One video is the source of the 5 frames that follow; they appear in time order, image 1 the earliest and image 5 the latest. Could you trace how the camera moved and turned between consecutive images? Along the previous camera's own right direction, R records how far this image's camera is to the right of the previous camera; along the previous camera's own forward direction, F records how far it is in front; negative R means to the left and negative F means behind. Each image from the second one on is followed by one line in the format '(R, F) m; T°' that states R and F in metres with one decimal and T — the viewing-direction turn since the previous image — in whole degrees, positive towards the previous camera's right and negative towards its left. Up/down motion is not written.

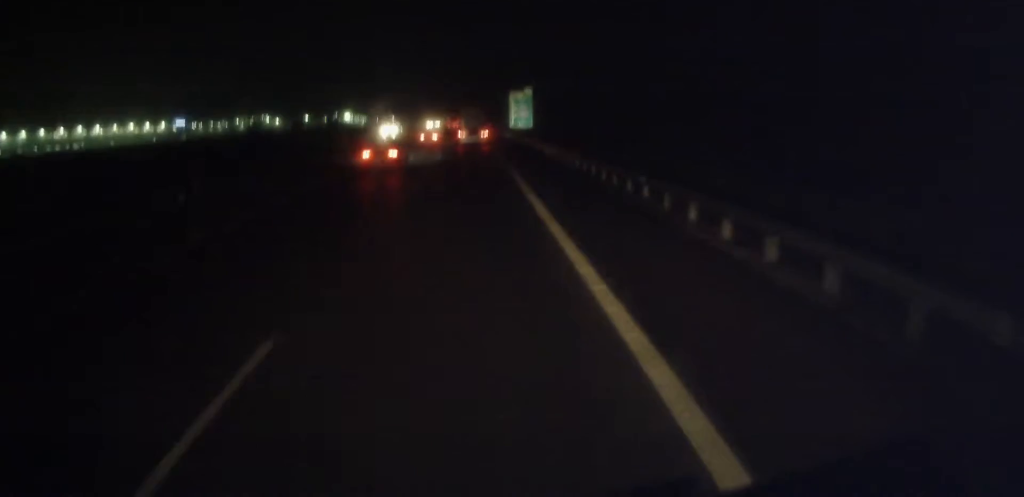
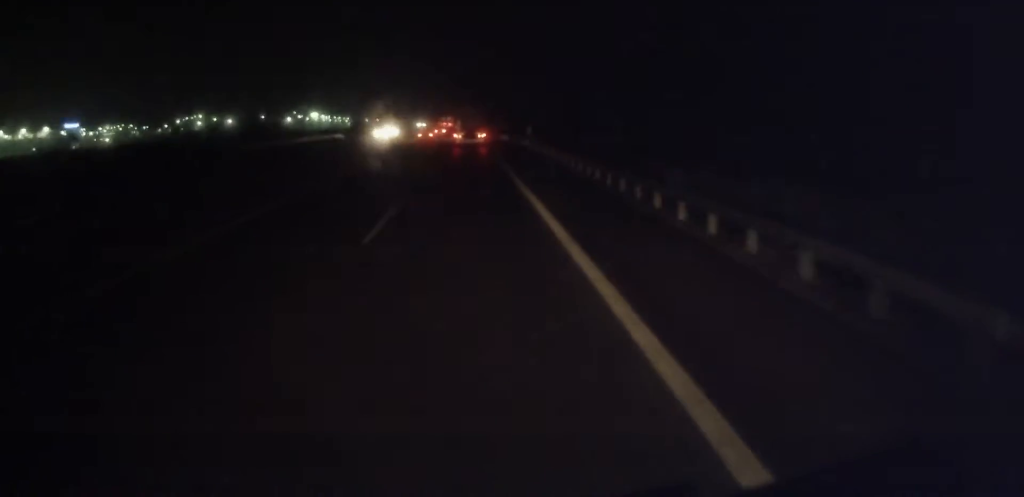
(-1.0, +106.2) m; -1°
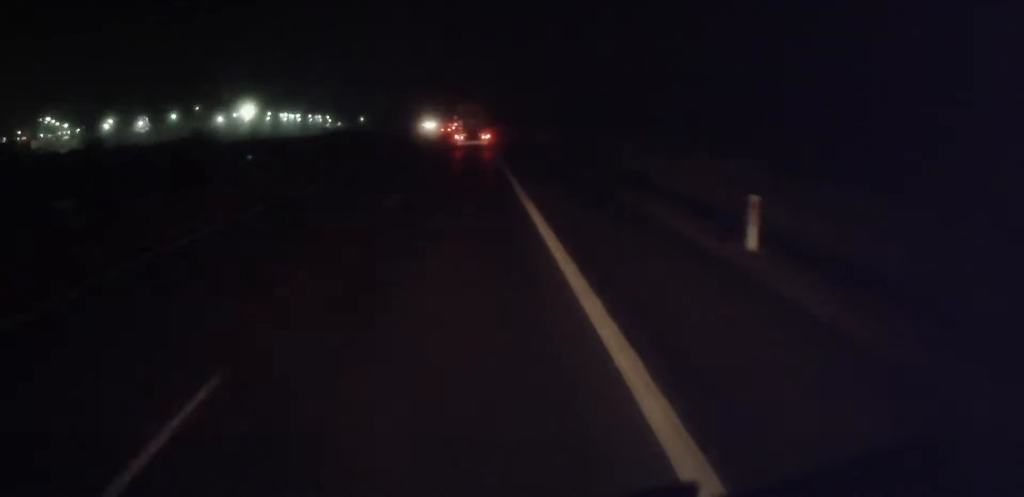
(-0.7, +132.4) m; -1°
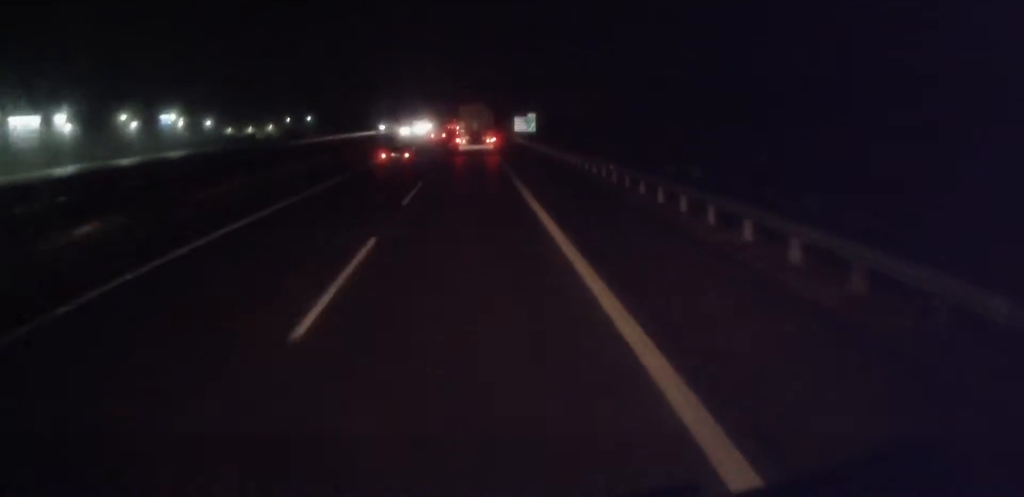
(-4.9, +242.6) m; -2°
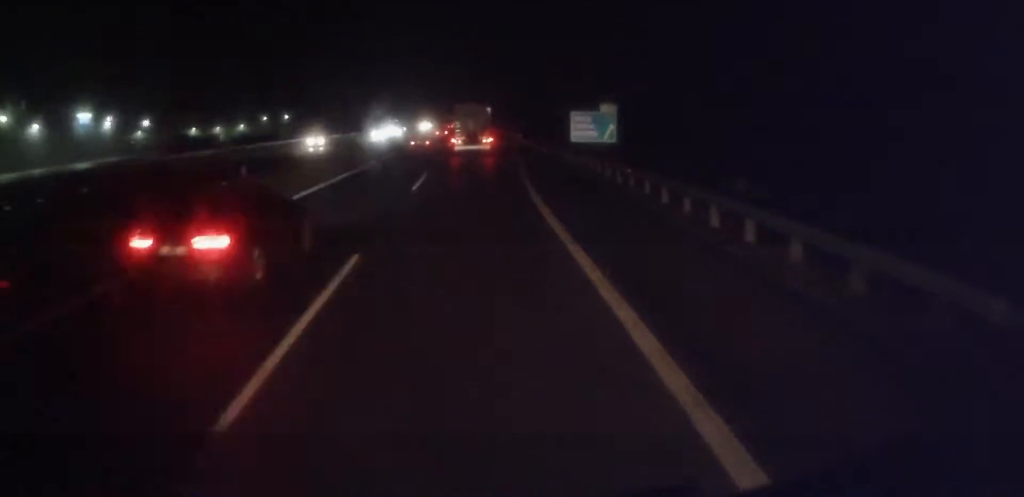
(-0.3, +50.0) m; 0°
